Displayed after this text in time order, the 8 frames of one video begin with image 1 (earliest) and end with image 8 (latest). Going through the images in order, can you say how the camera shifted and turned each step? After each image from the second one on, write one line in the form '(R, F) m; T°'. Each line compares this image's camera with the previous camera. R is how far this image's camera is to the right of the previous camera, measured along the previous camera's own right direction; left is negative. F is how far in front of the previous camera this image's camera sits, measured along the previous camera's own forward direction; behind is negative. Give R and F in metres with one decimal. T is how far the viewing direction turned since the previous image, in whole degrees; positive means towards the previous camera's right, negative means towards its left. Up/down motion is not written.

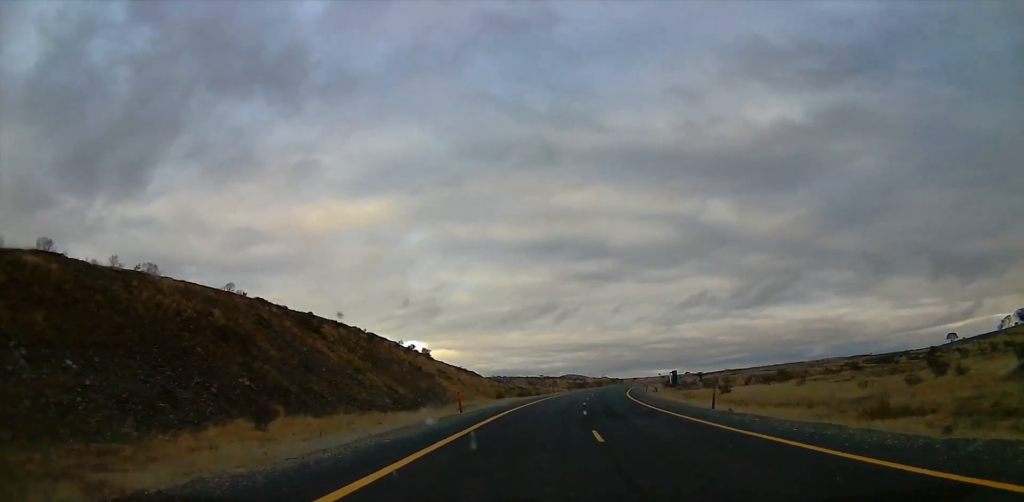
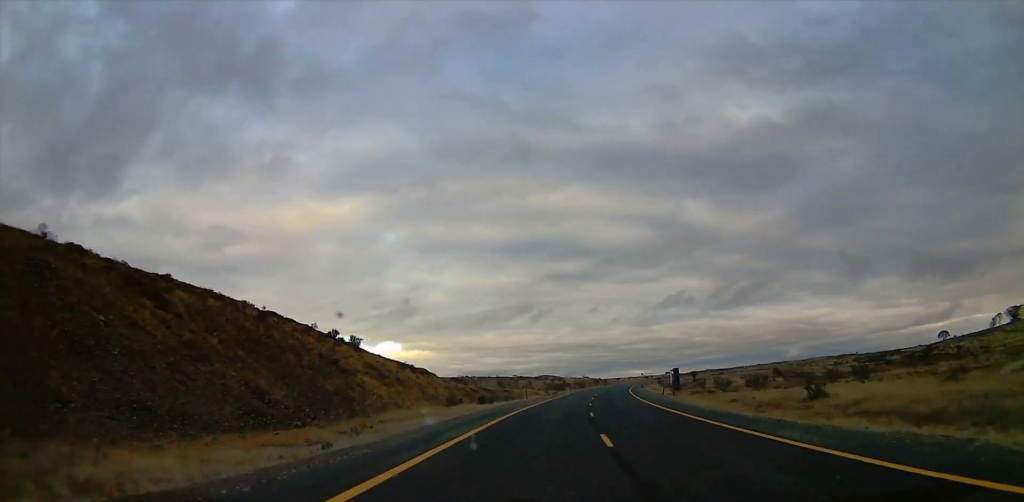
(+0.2, +25.1) m; +1°
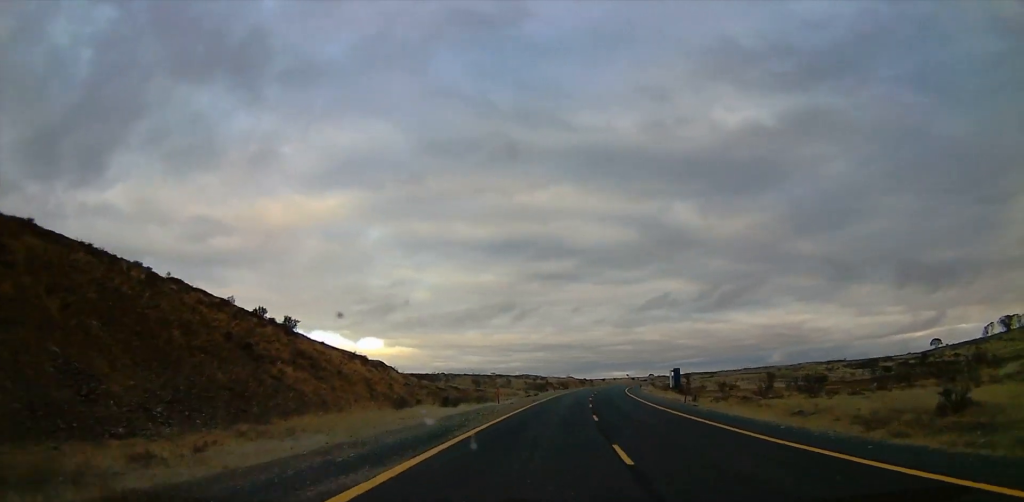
(+0.1, +15.1) m; +1°
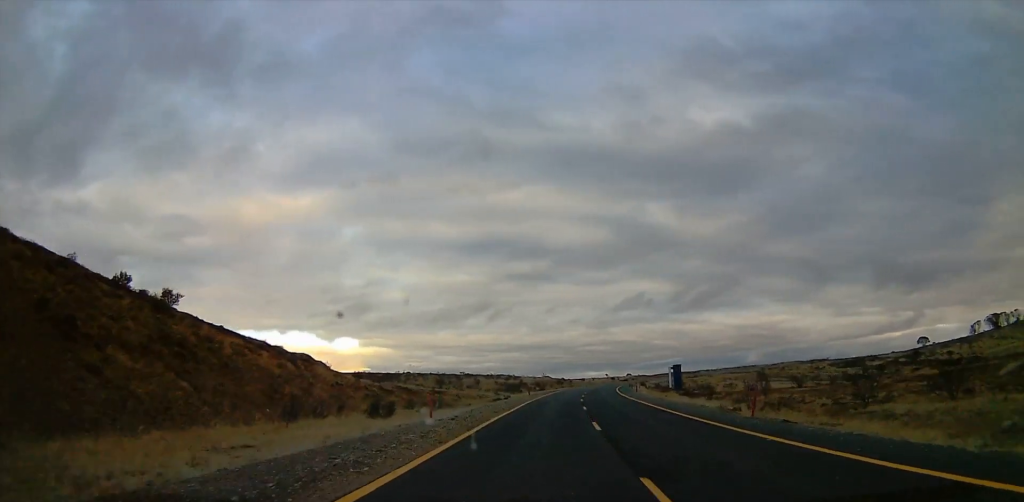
(+0.3, +16.4) m; +3°
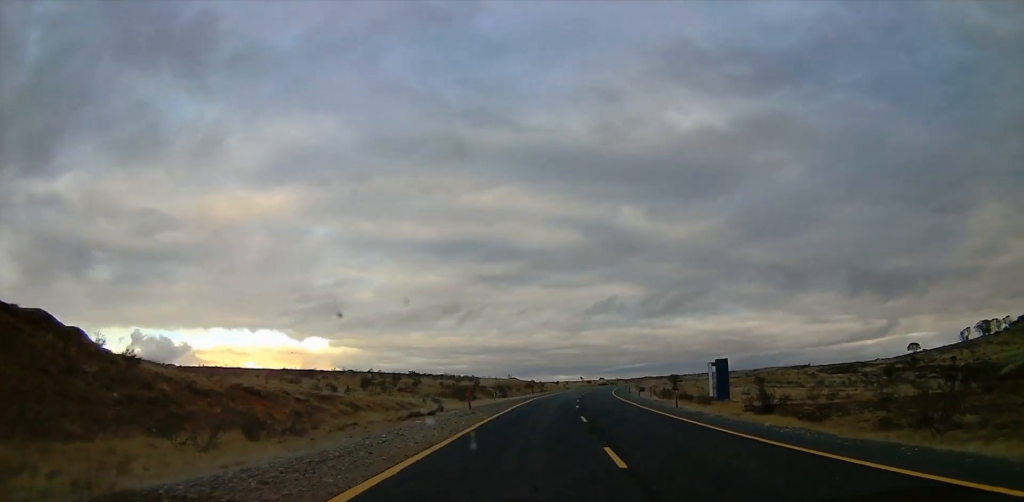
(+1.5, +31.5) m; +4°
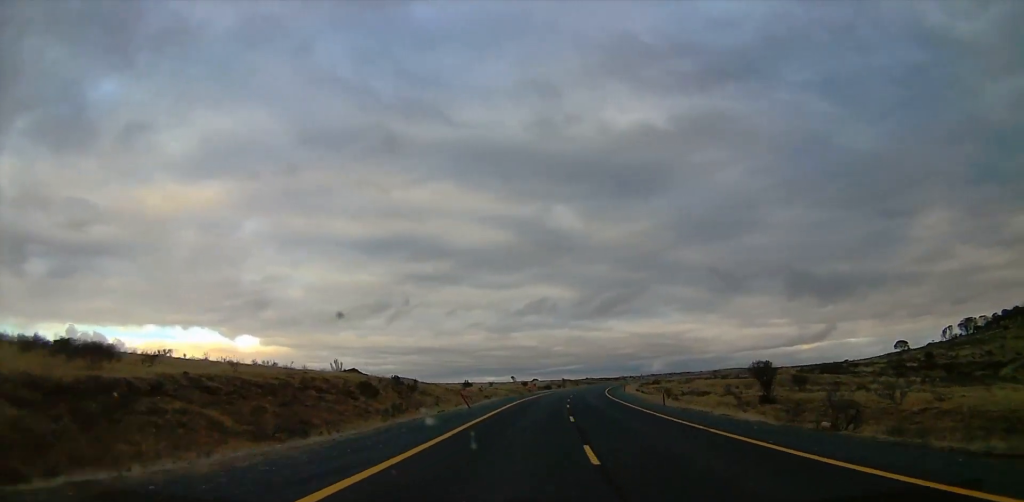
(+2.5, +83.2) m; +5°
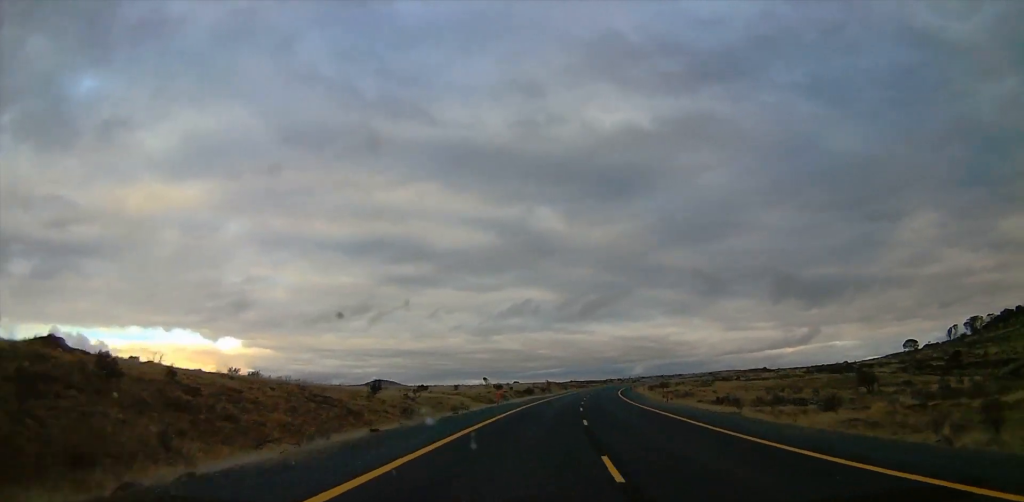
(+0.5, +38.0) m; +2°
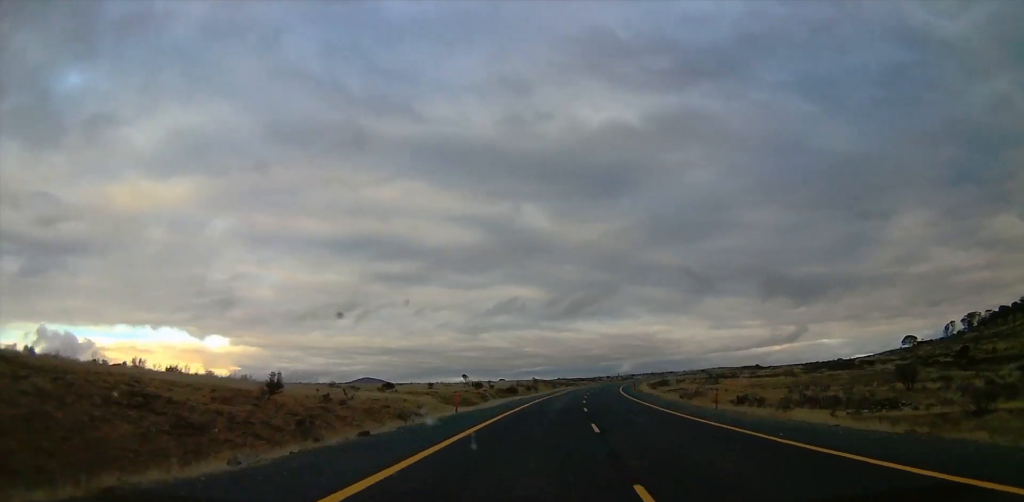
(+0.4, +16.5) m; +1°
